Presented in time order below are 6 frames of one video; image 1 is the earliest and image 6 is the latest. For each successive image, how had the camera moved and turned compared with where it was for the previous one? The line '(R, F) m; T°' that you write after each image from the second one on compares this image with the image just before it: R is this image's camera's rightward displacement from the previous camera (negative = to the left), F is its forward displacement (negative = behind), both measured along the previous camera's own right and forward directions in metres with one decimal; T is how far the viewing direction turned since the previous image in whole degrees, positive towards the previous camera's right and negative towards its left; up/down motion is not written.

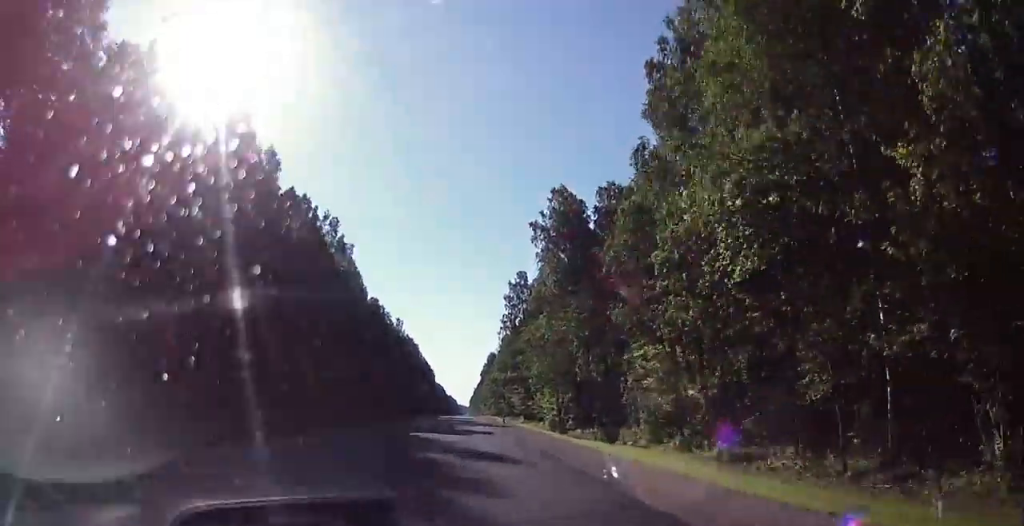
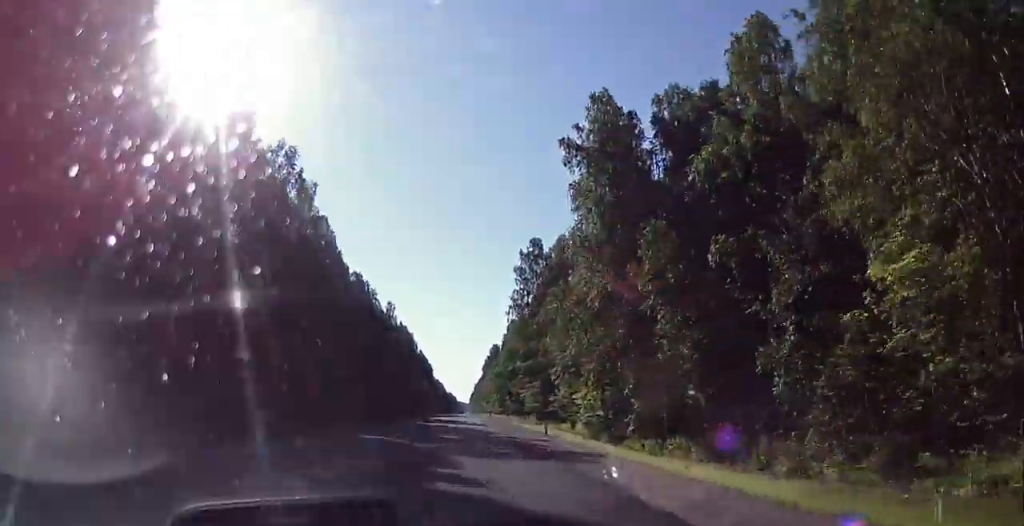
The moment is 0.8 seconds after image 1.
(+0.1, +24.3) m; 0°
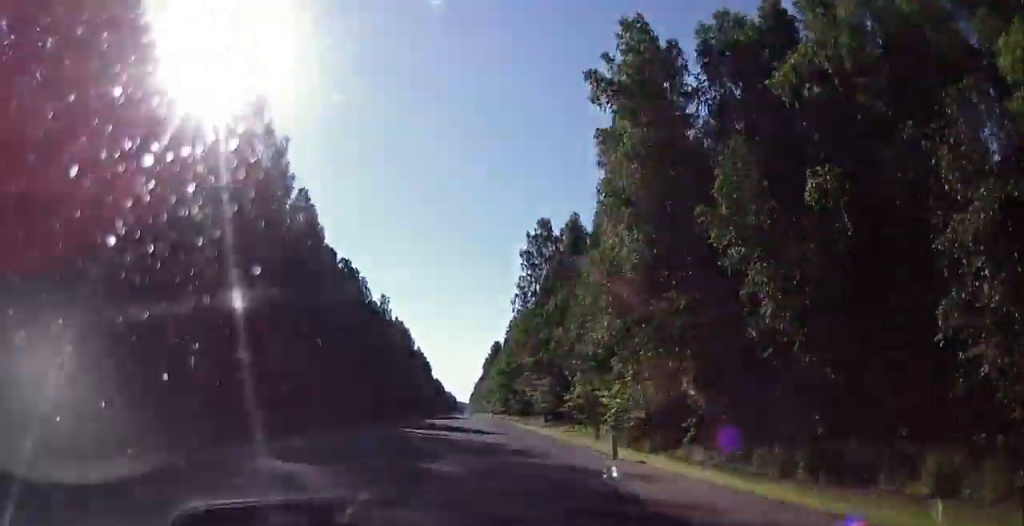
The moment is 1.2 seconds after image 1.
(+0.2, +12.1) m; 0°
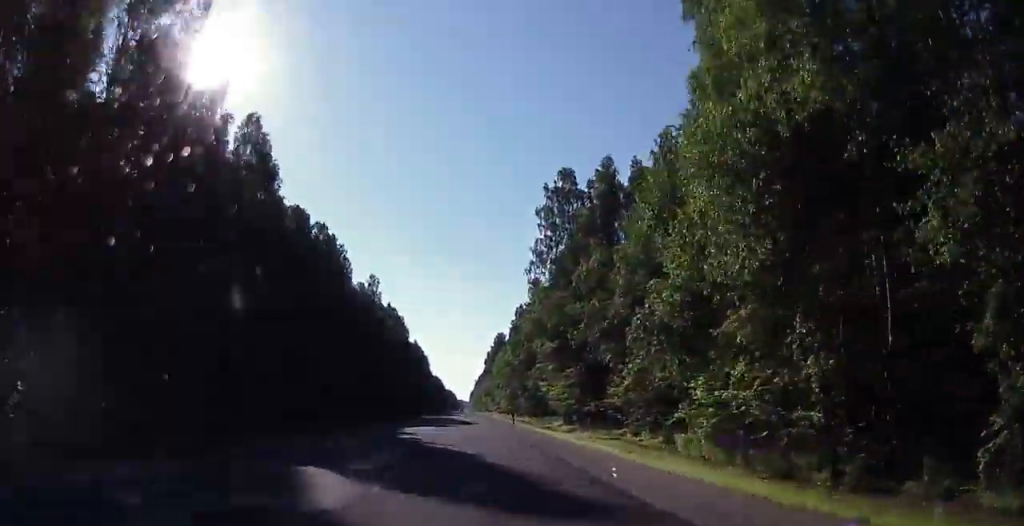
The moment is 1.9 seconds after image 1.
(-0.3, +21.1) m; 0°
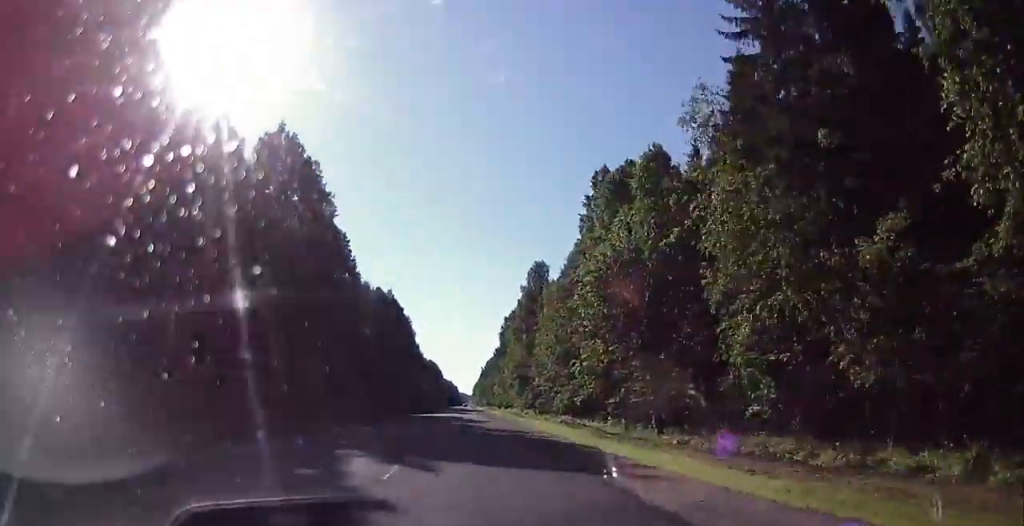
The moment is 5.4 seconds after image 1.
(+1.9, +105.7) m; +1°
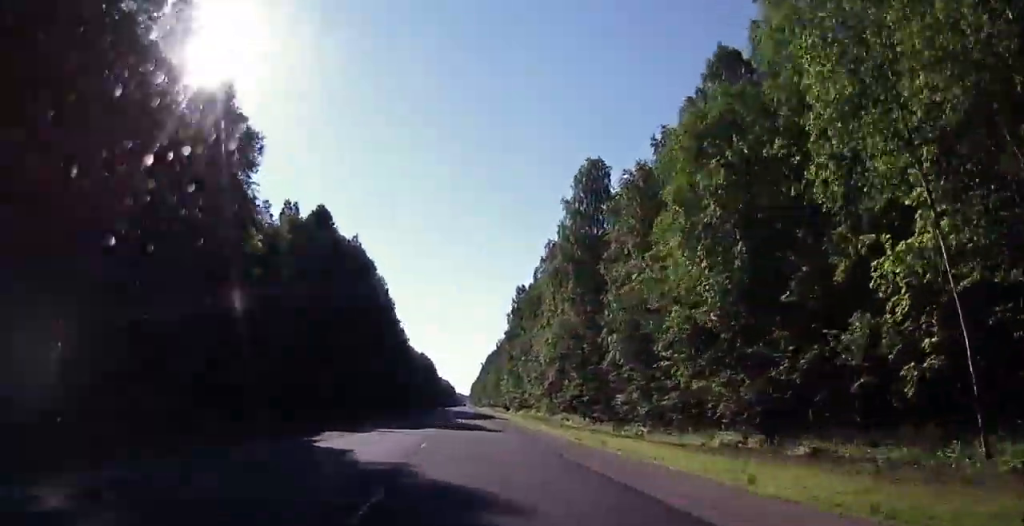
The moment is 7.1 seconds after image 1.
(+0.4, +51.4) m; +1°
